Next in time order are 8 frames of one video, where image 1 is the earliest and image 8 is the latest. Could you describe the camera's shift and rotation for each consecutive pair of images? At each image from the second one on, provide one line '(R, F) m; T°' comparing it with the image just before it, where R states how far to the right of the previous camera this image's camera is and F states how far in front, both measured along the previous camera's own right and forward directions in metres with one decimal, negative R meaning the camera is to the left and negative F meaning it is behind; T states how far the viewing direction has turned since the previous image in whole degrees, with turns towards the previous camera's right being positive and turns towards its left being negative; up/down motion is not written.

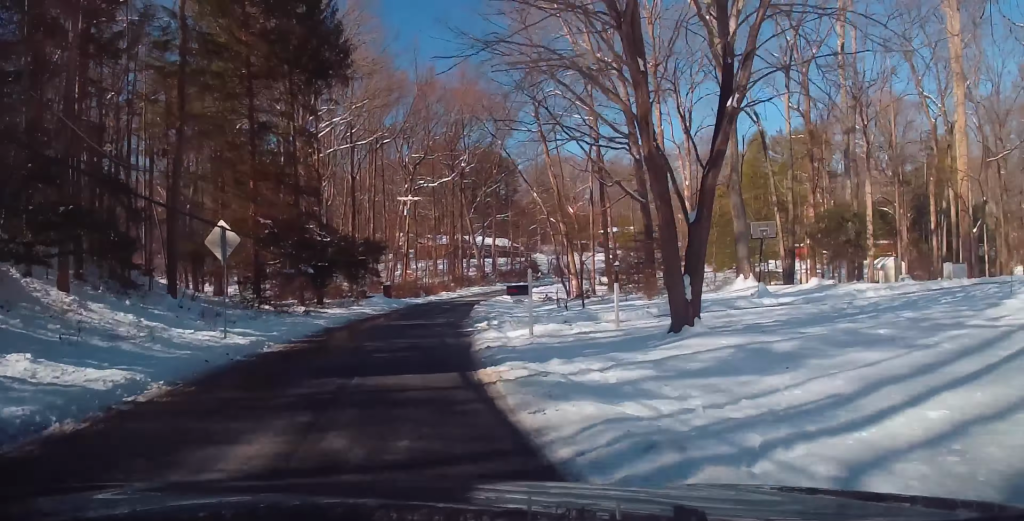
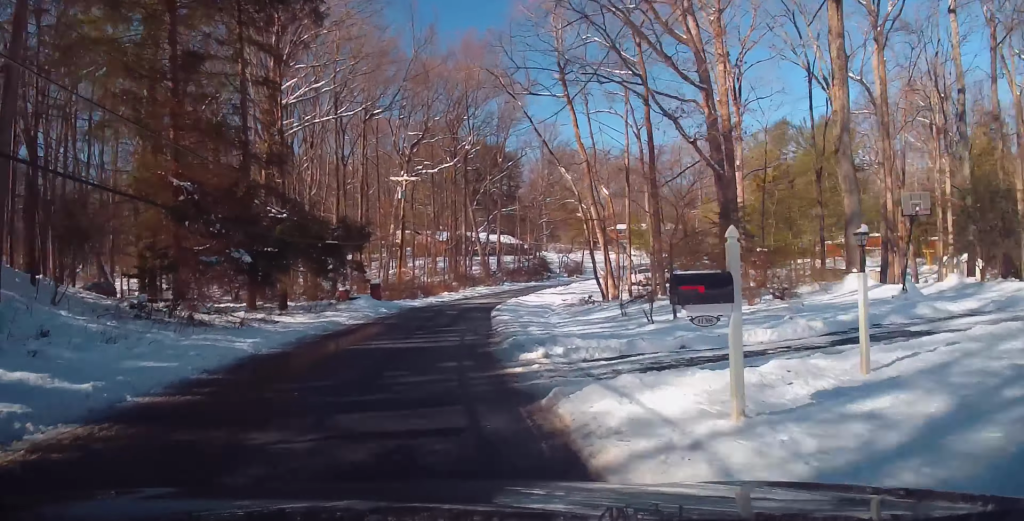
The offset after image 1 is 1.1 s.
(-0.2, +11.2) m; 0°
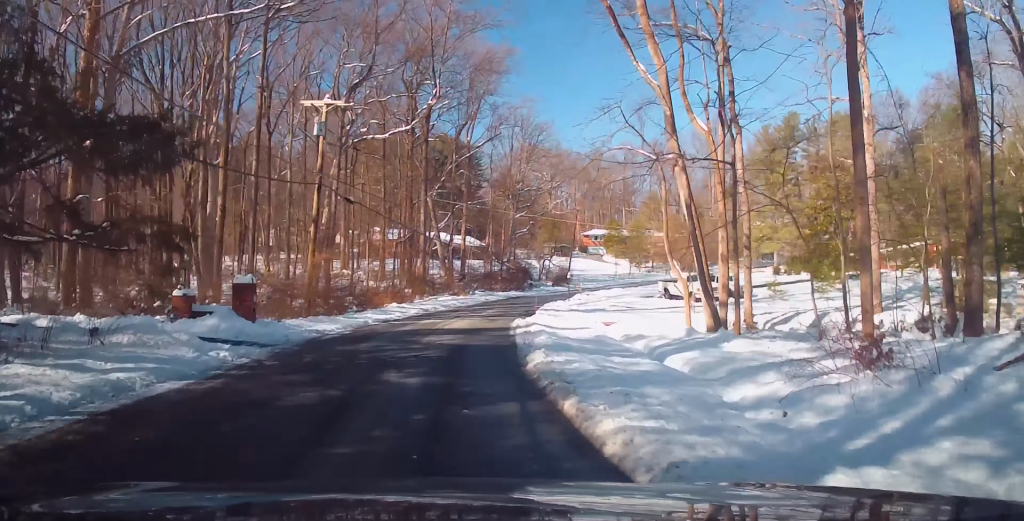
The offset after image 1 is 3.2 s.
(+0.6, +22.0) m; +6°
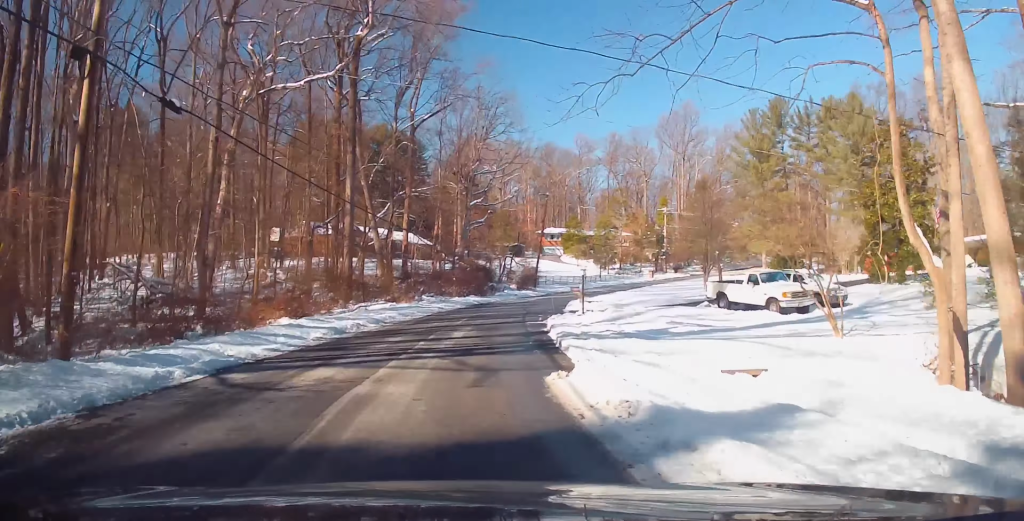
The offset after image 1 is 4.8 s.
(+0.8, +16.1) m; +7°
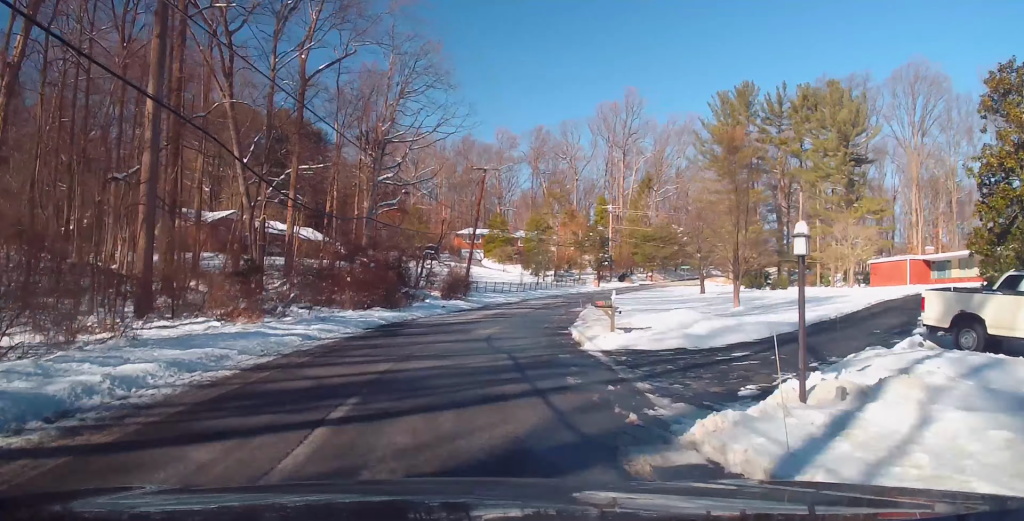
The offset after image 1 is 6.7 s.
(+1.5, +18.4) m; +7°
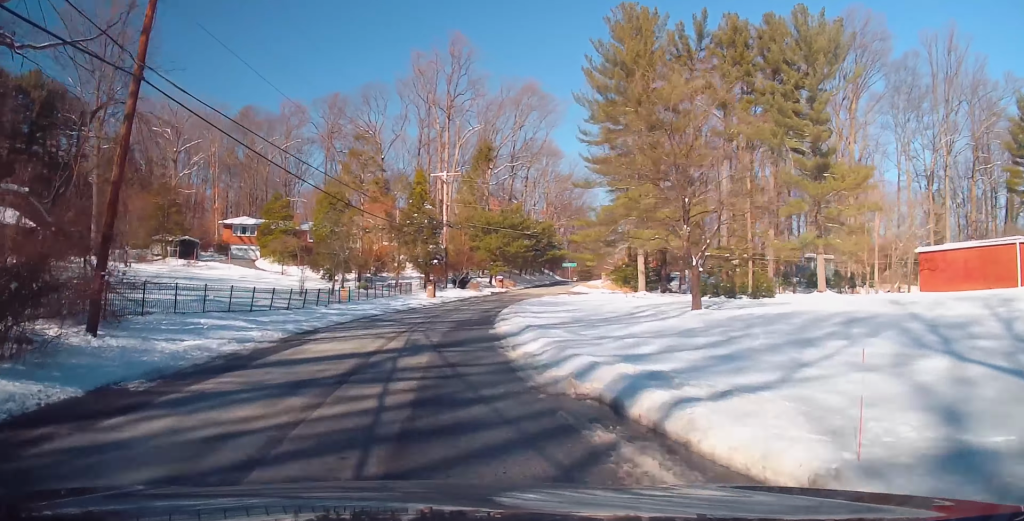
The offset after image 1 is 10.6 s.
(+3.4, +34.9) m; +12°
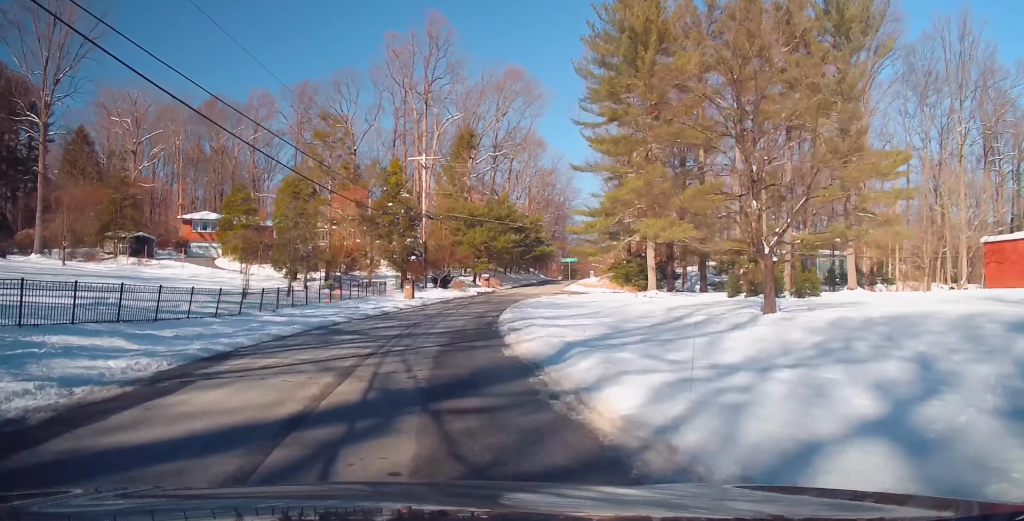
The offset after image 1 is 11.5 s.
(+0.4, +7.8) m; +4°
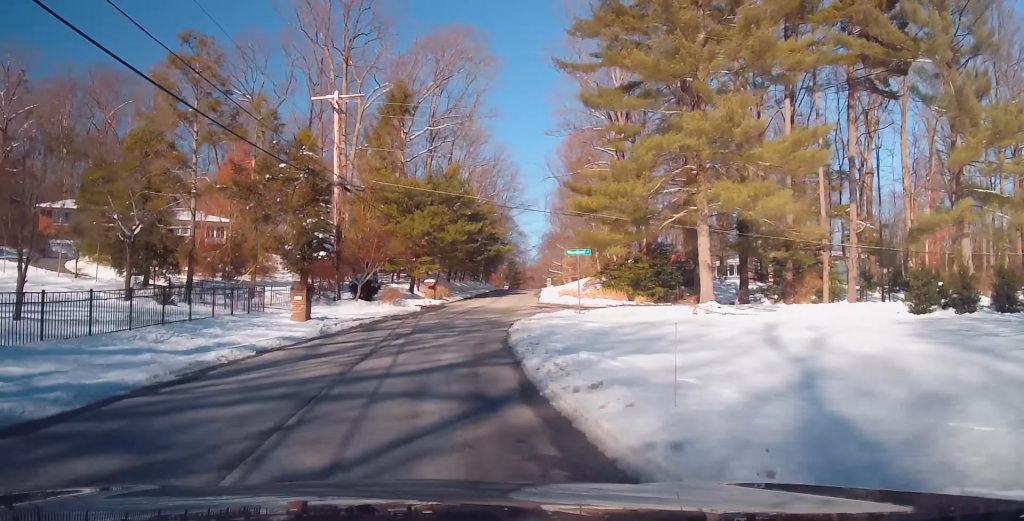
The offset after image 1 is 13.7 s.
(+1.6, +19.8) m; +10°
